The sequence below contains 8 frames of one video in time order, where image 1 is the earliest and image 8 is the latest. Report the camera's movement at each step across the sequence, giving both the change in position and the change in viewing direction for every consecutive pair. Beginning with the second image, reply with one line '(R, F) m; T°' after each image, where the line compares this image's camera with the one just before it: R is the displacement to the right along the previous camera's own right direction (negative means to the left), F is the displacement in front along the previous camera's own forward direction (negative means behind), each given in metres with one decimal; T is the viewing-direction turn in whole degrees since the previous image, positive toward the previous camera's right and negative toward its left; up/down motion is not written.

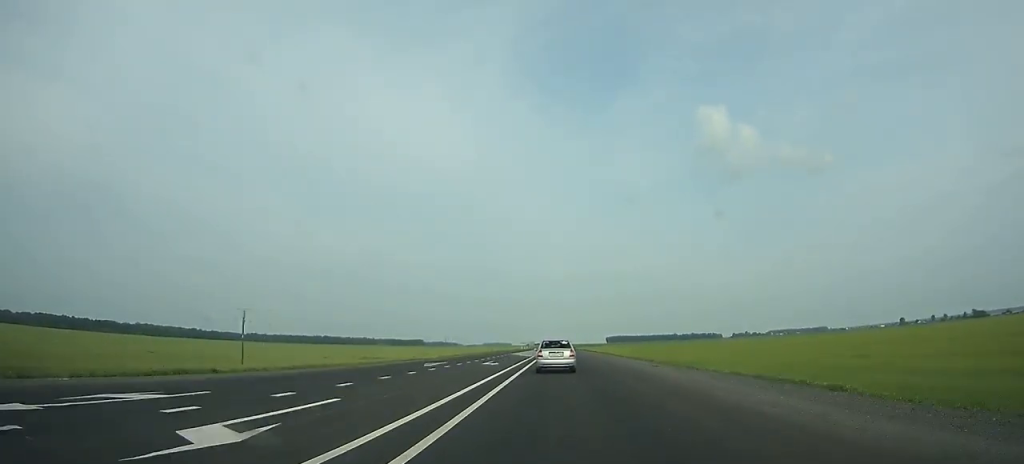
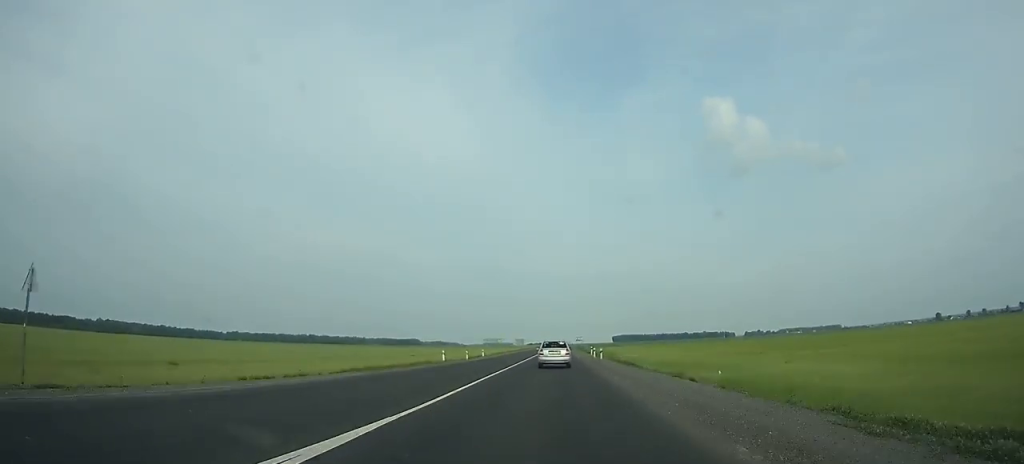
(-0.9, +128.0) m; 0°
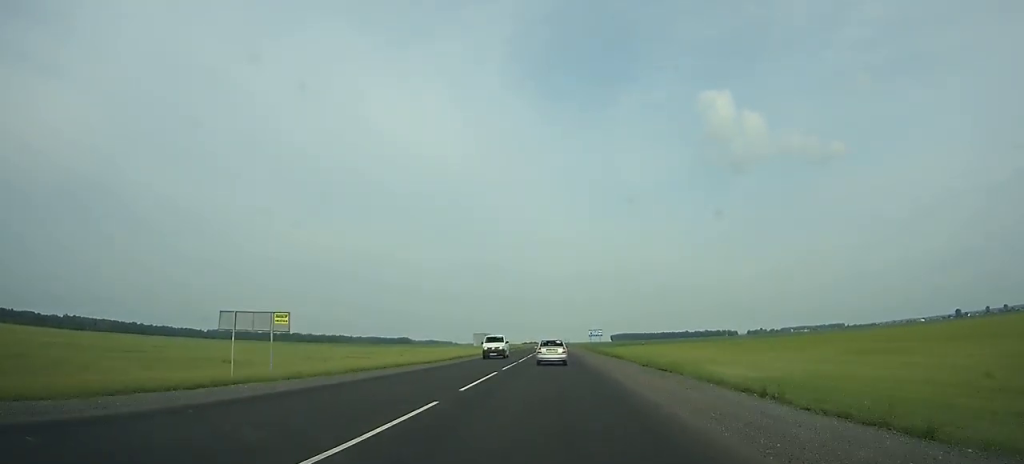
(+0.4, +78.8) m; 0°
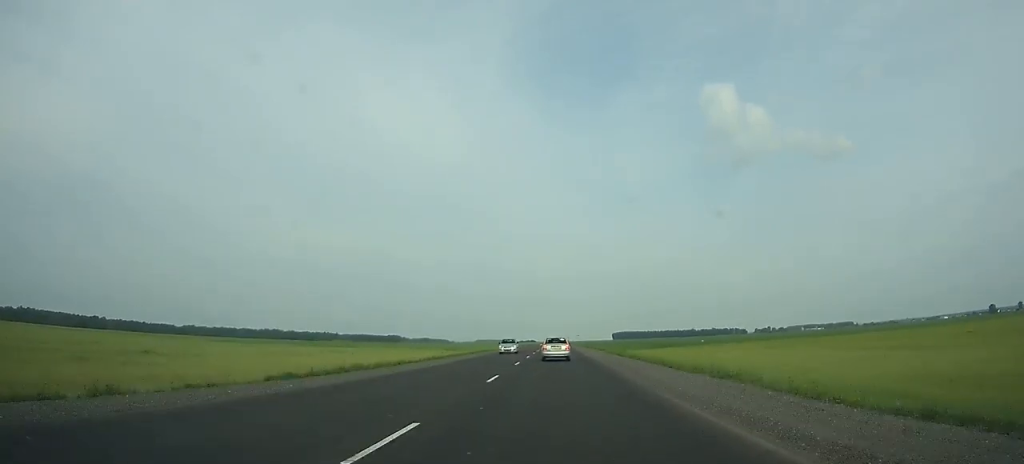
(+0.2, +111.0) m; 0°
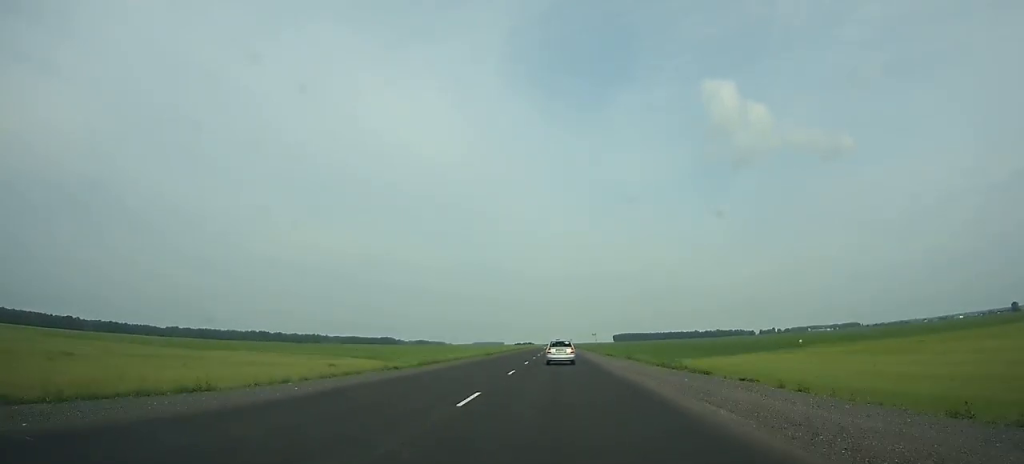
(0.0, +65.0) m; 0°
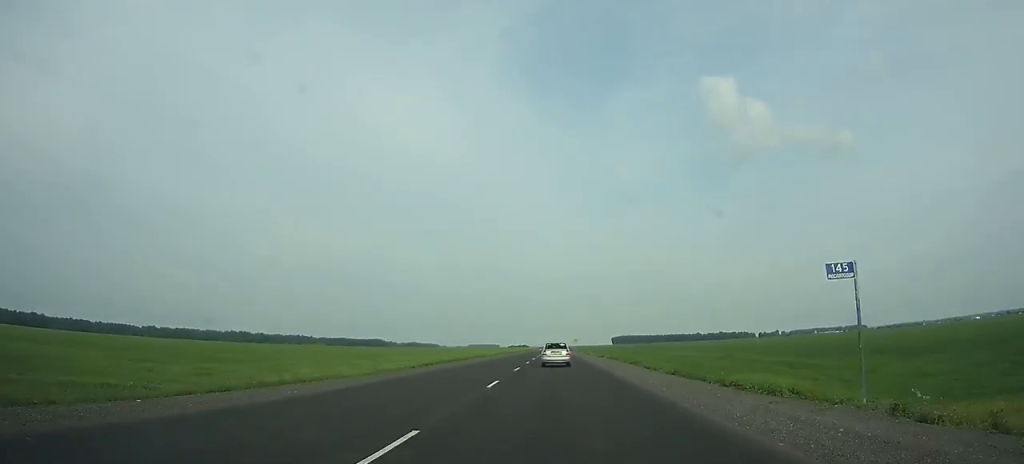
(+0.1, +78.2) m; 0°
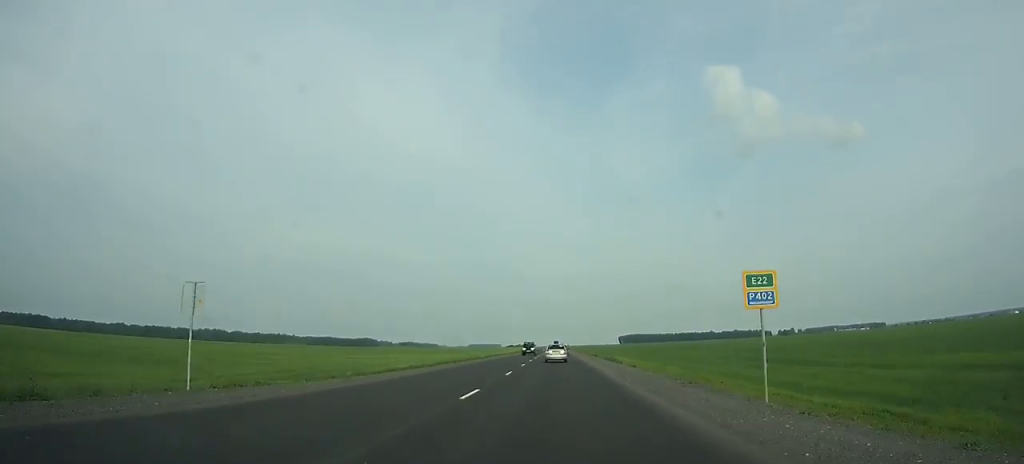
(+0.2, +124.4) m; 0°
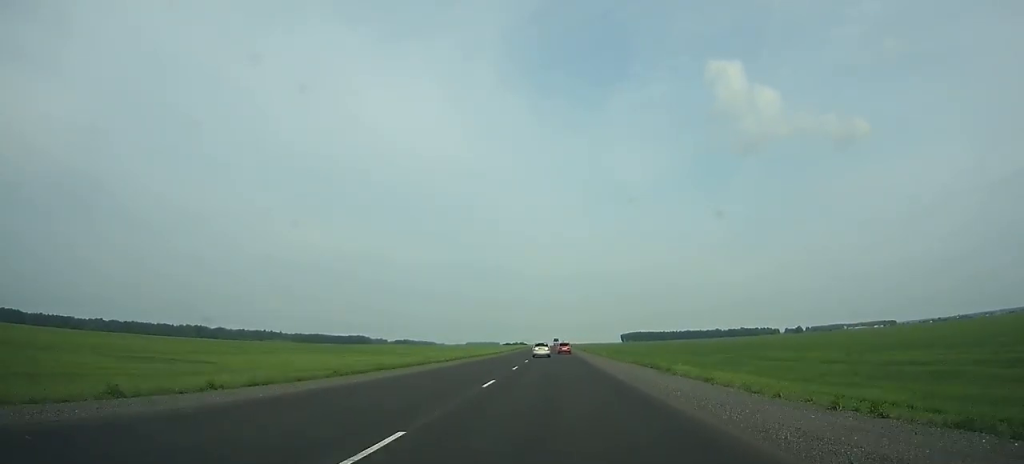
(0.0, +66.8) m; 0°
